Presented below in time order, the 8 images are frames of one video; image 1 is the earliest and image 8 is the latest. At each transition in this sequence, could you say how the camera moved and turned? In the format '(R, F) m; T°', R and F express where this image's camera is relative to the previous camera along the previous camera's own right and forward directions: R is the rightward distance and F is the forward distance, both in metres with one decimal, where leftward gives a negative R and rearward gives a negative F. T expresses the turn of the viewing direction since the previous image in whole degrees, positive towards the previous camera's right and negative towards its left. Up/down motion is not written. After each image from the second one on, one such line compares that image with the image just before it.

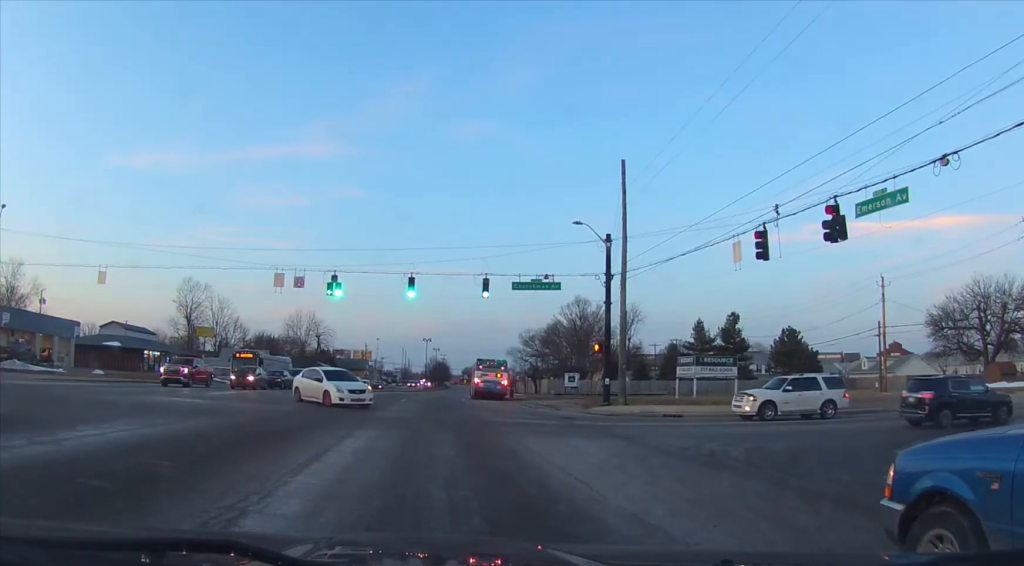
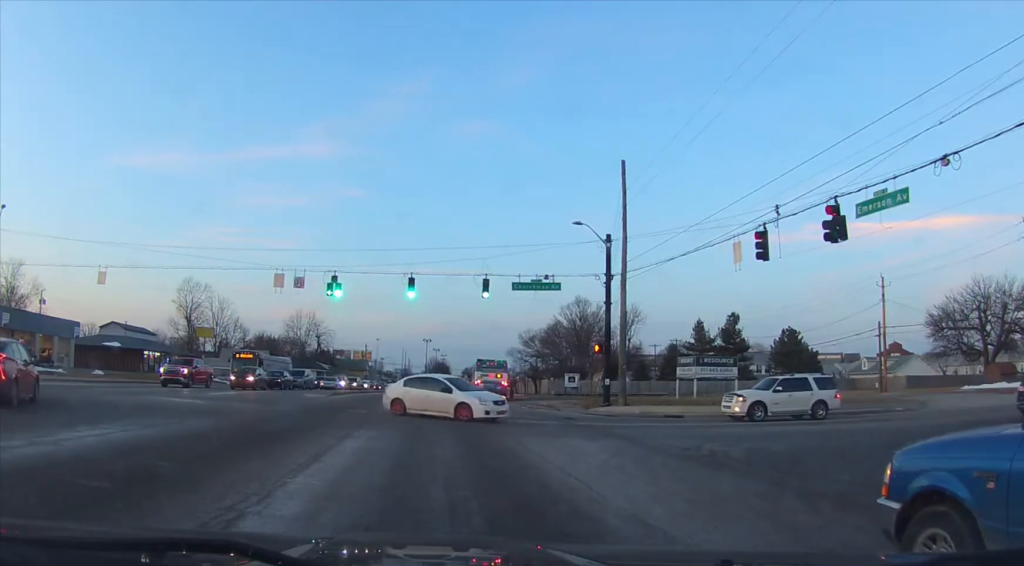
(0.0, 0.0) m; 0°
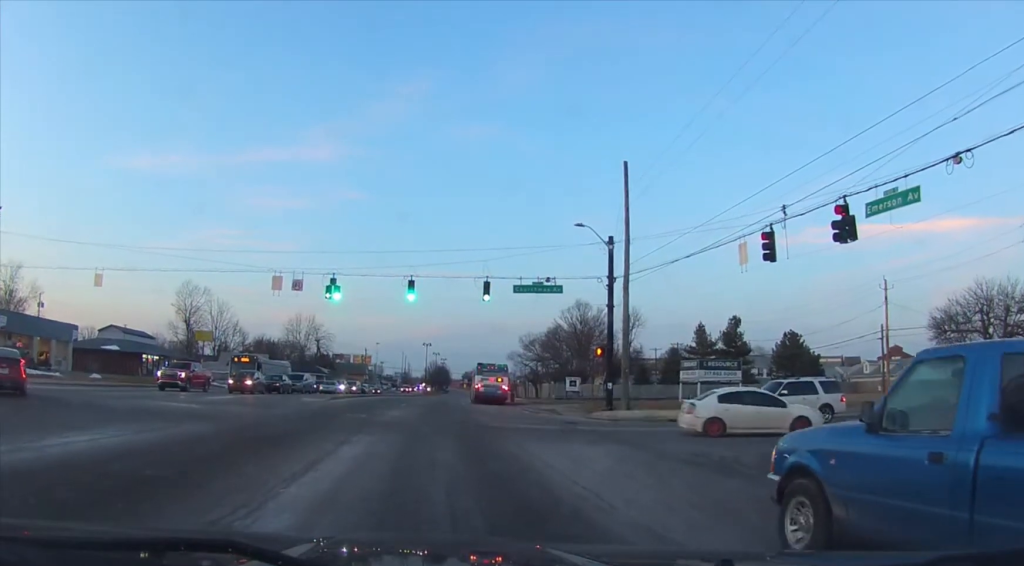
(0.0, 0.0) m; 0°
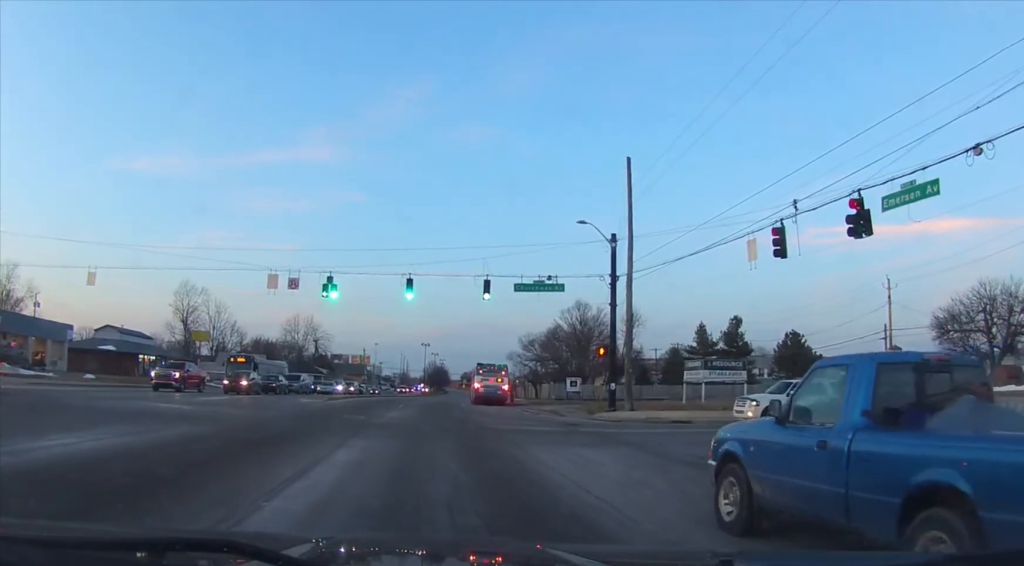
(0.0, 0.0) m; 0°
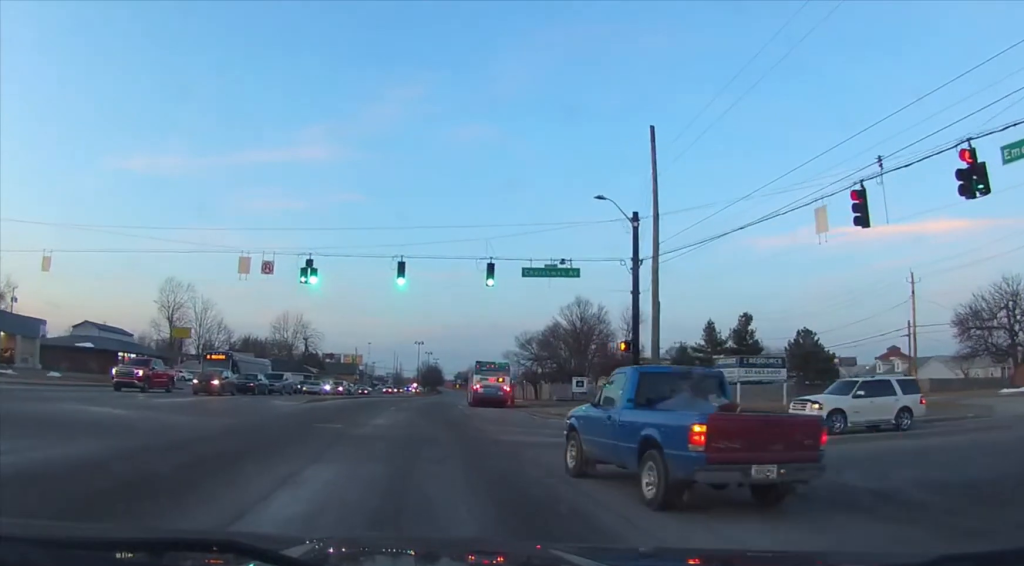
(0.0, +0.7) m; 0°
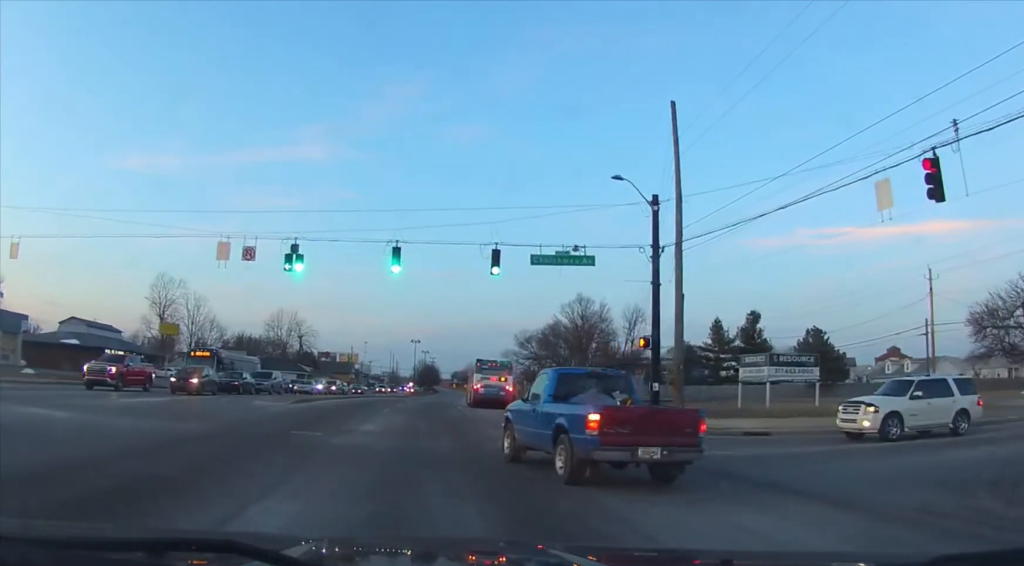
(0.0, +1.3) m; 0°
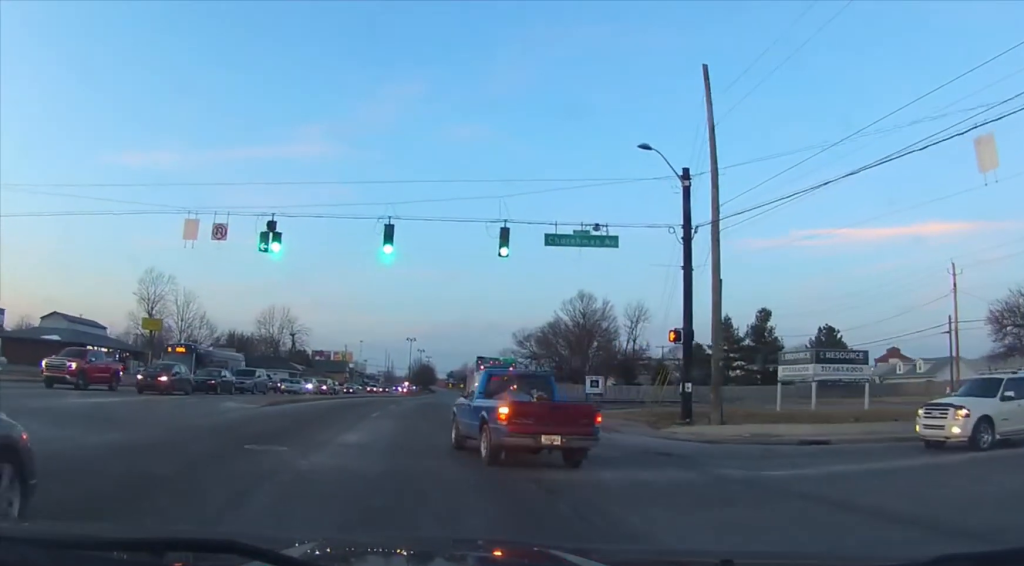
(0.0, +3.2) m; 0°
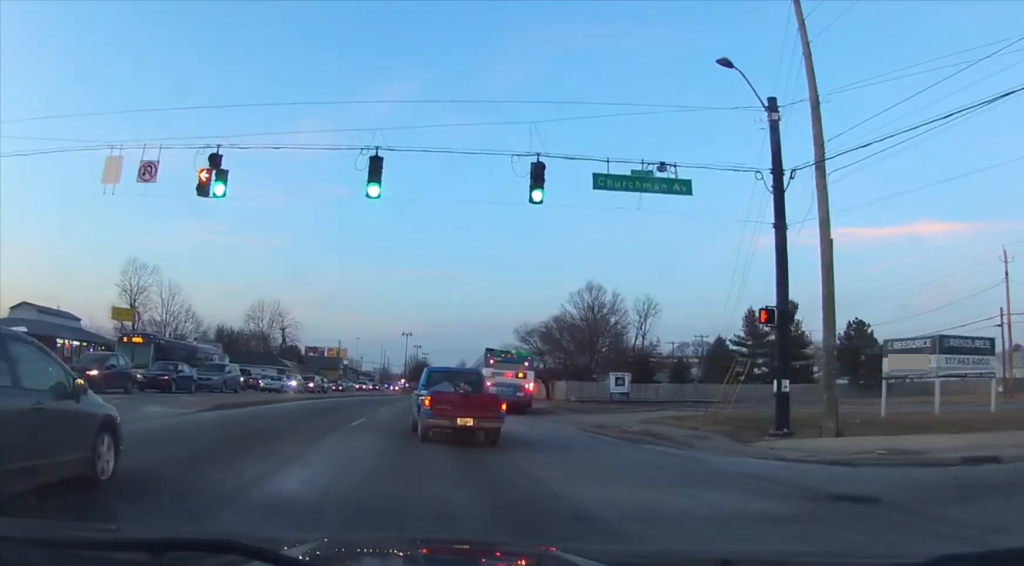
(0.0, +5.8) m; +3°
